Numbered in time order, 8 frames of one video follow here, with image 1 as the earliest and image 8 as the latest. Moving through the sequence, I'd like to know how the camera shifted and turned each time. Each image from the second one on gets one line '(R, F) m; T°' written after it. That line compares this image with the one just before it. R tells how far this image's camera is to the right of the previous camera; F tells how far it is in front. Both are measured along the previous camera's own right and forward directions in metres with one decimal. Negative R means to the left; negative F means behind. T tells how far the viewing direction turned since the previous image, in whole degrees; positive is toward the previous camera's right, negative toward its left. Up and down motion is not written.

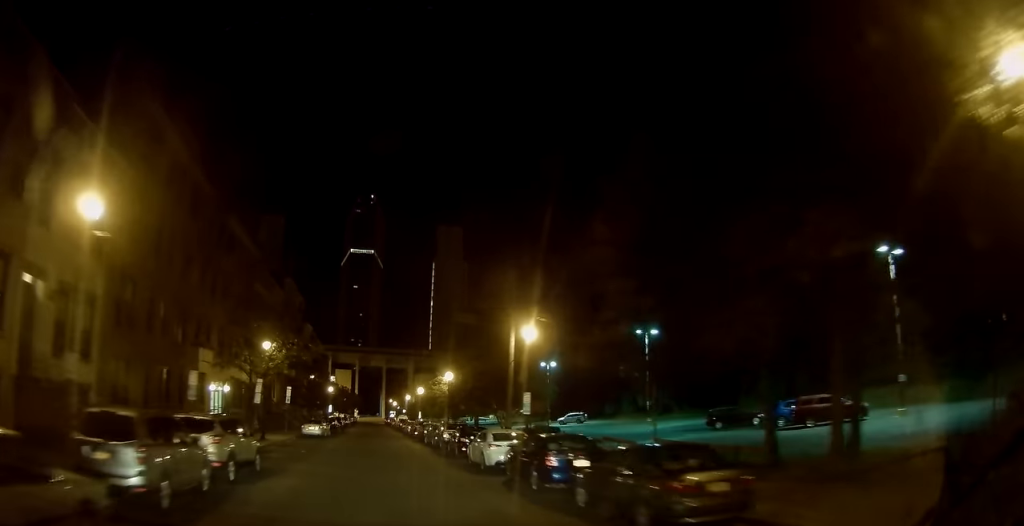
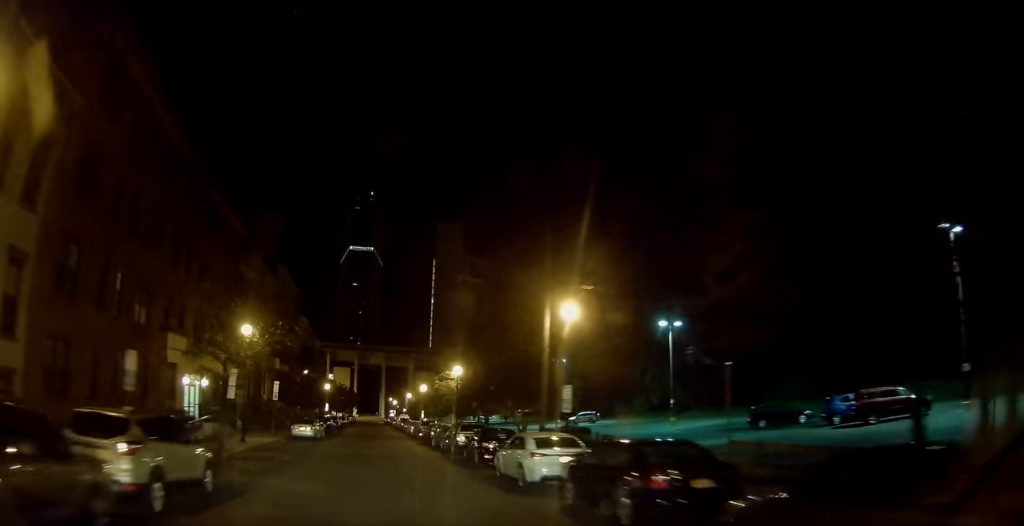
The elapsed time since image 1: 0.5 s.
(-0.2, +5.2) m; 0°
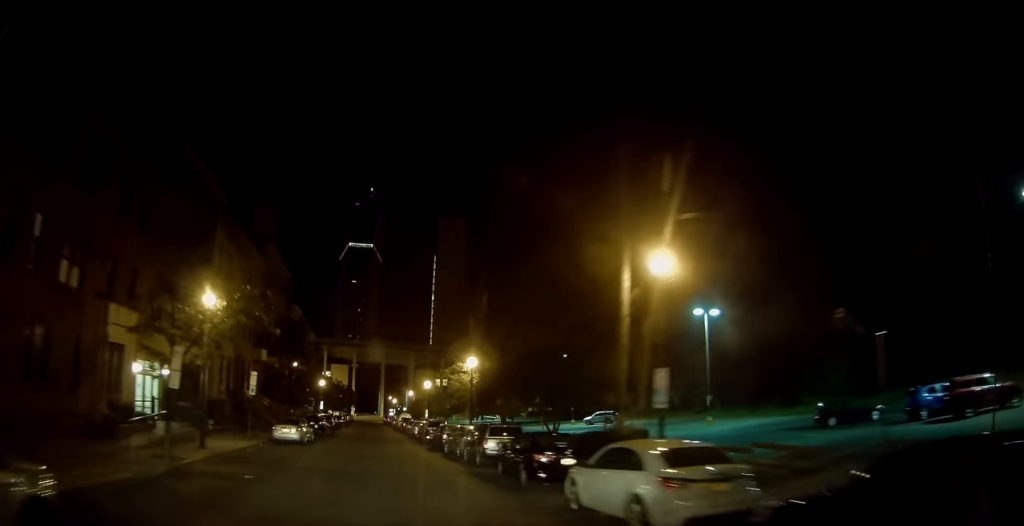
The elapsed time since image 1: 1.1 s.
(+0.2, +6.8) m; +1°
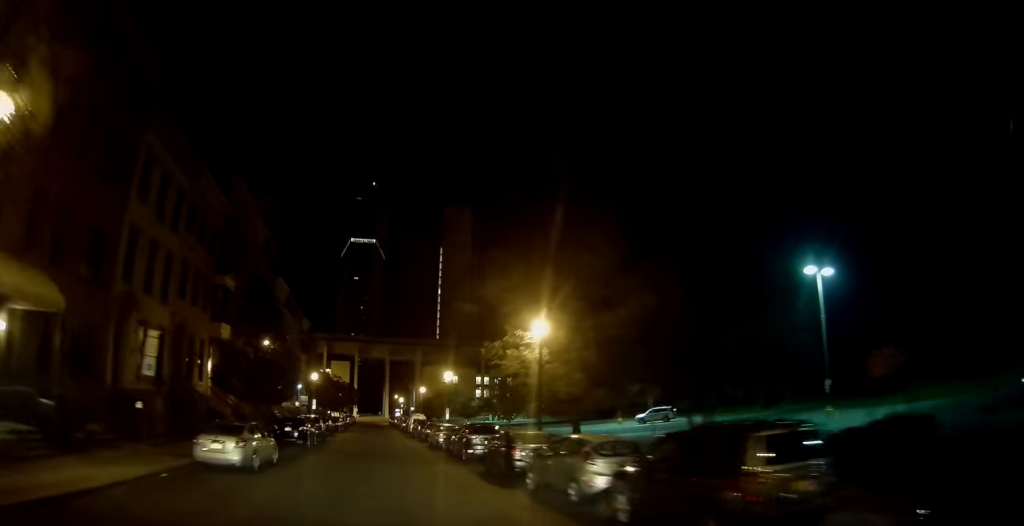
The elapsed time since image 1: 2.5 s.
(+0.2, +15.1) m; -2°
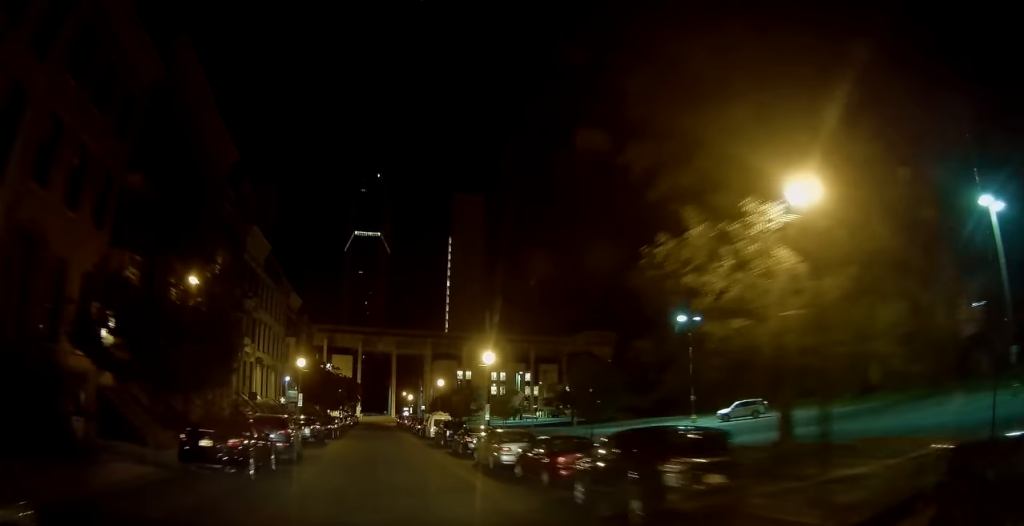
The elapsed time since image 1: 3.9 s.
(-0.5, +15.1) m; -2°
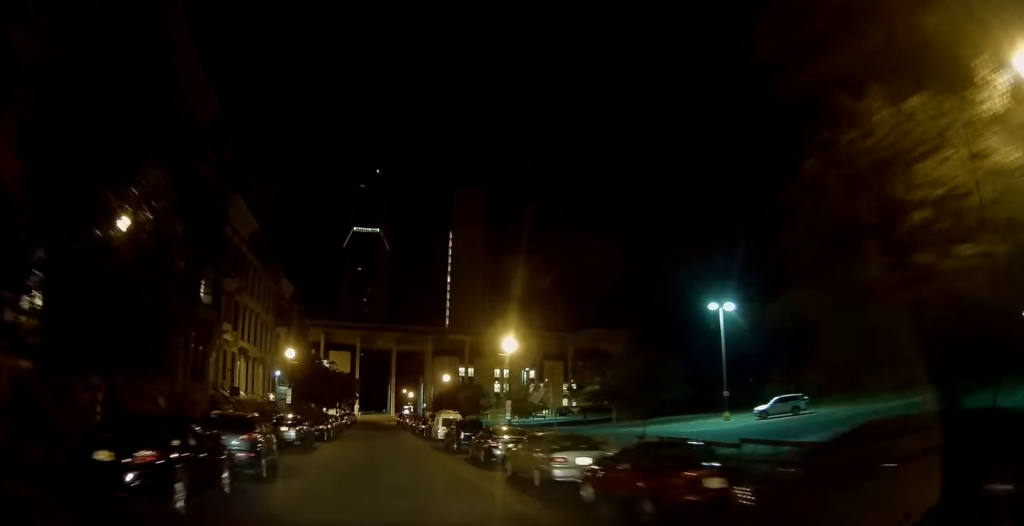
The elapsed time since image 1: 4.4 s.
(0.0, +5.4) m; 0°
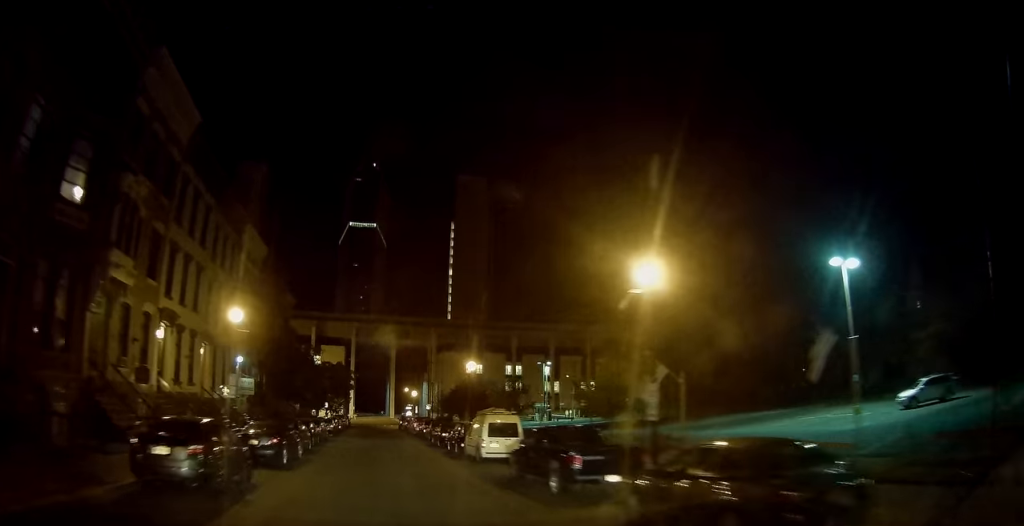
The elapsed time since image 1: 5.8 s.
(0.0, +15.1) m; 0°
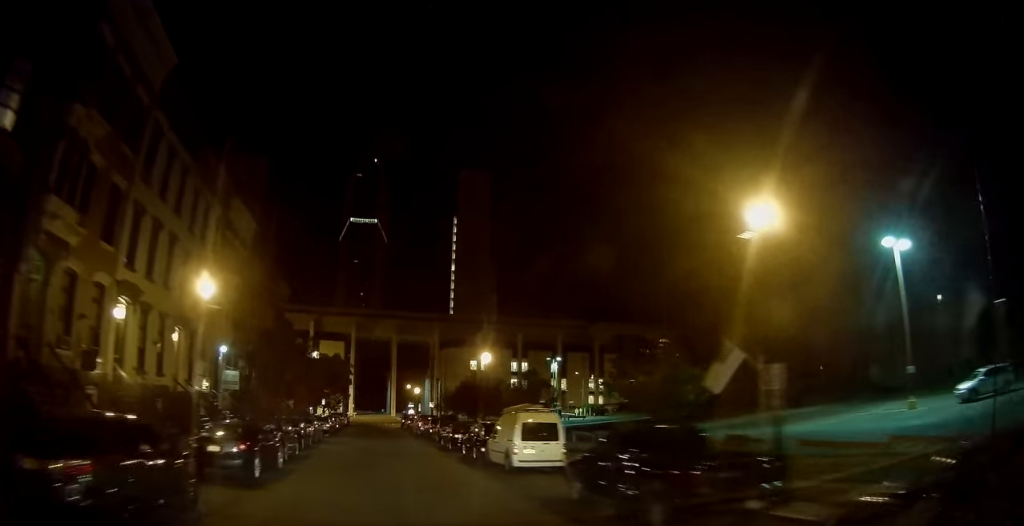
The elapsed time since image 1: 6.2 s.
(0.0, +4.7) m; +1°
